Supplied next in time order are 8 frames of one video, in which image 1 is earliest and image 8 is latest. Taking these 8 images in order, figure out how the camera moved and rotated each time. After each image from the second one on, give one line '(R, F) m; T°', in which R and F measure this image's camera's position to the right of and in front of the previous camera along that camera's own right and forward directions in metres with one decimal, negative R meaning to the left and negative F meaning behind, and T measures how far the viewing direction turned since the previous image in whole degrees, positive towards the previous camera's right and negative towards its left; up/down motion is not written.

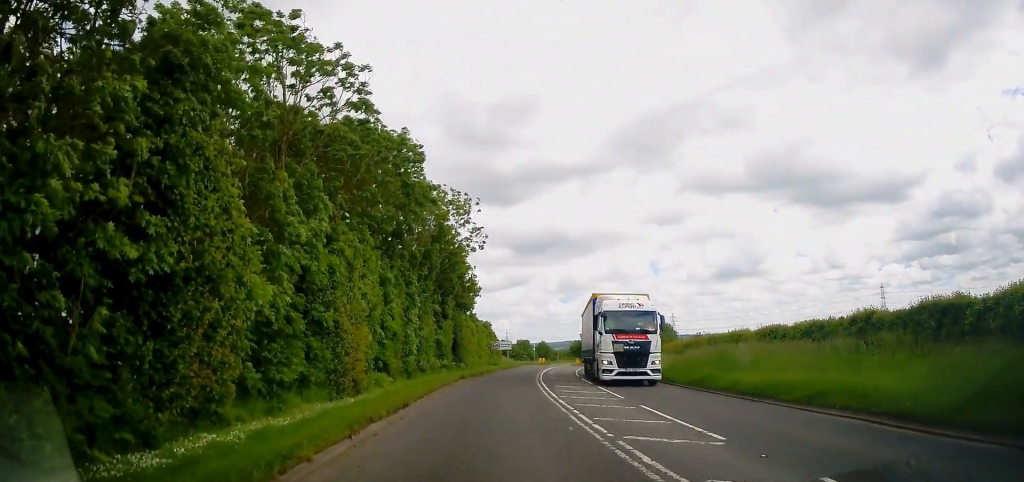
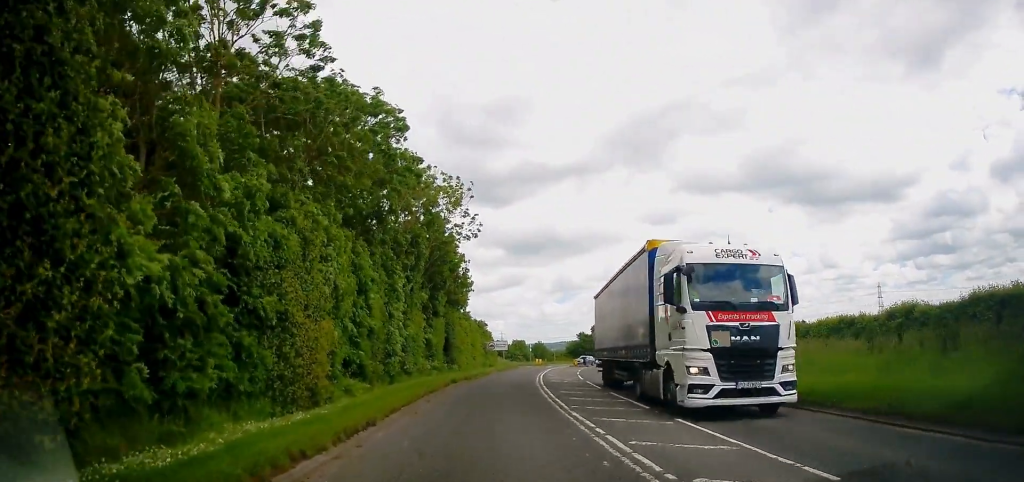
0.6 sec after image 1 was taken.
(0.0, +3.1) m; -1°
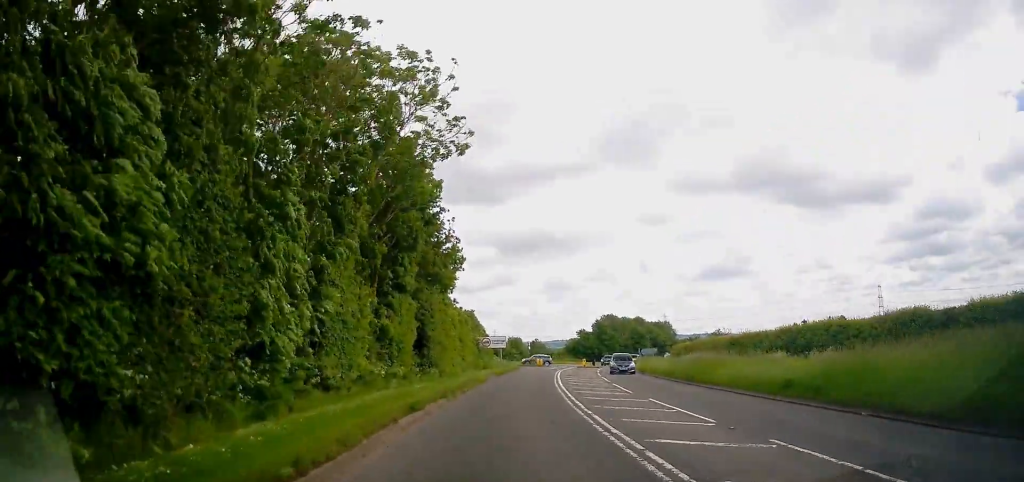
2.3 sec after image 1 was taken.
(+0.2, +11.5) m; +2°
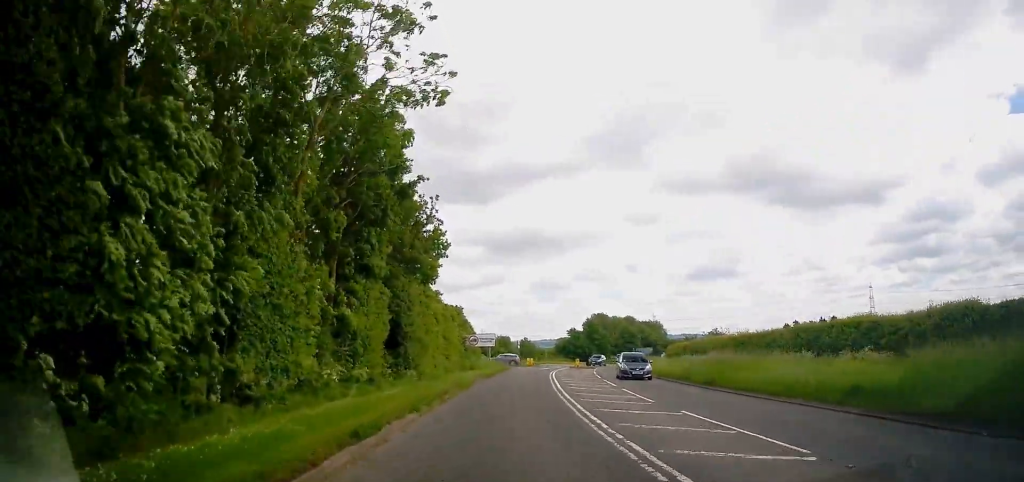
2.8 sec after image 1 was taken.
(+0.2, +3.7) m; 0°
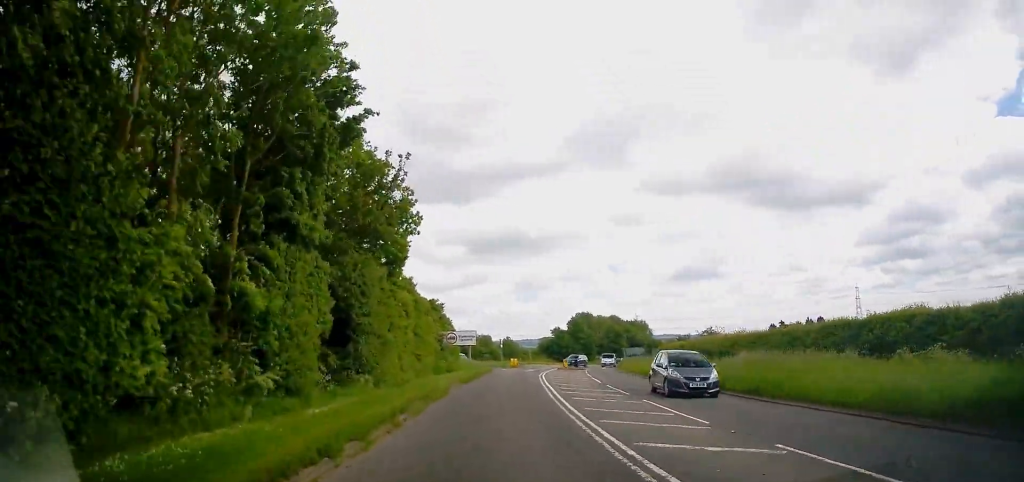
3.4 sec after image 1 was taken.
(-0.2, +5.5) m; 0°
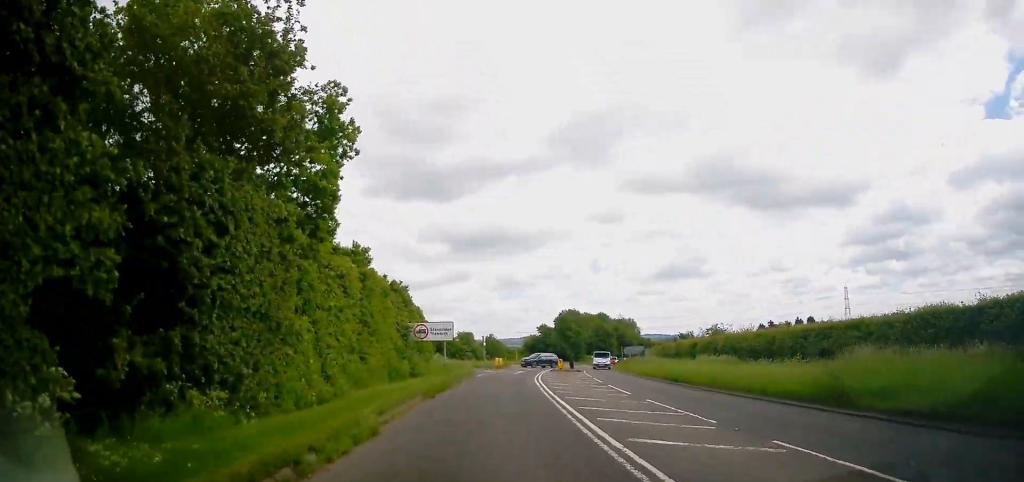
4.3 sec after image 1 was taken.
(+0.1, +8.8) m; +2°
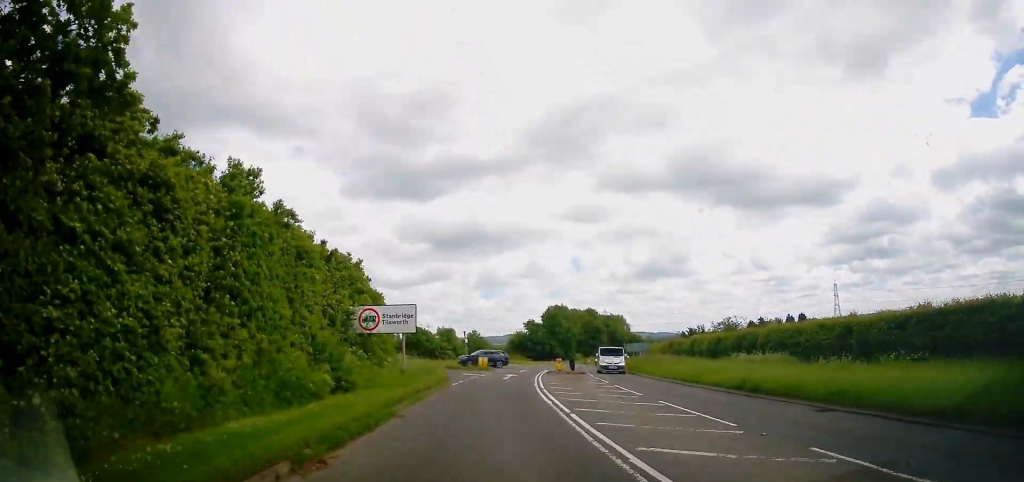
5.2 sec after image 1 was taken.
(+0.3, +9.7) m; +3°
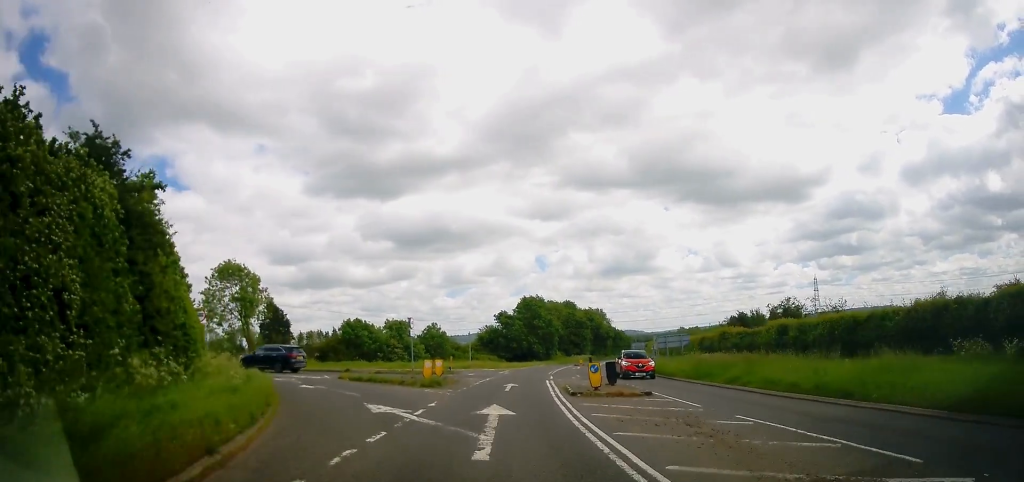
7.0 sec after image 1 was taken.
(+0.8, +22.2) m; +3°
